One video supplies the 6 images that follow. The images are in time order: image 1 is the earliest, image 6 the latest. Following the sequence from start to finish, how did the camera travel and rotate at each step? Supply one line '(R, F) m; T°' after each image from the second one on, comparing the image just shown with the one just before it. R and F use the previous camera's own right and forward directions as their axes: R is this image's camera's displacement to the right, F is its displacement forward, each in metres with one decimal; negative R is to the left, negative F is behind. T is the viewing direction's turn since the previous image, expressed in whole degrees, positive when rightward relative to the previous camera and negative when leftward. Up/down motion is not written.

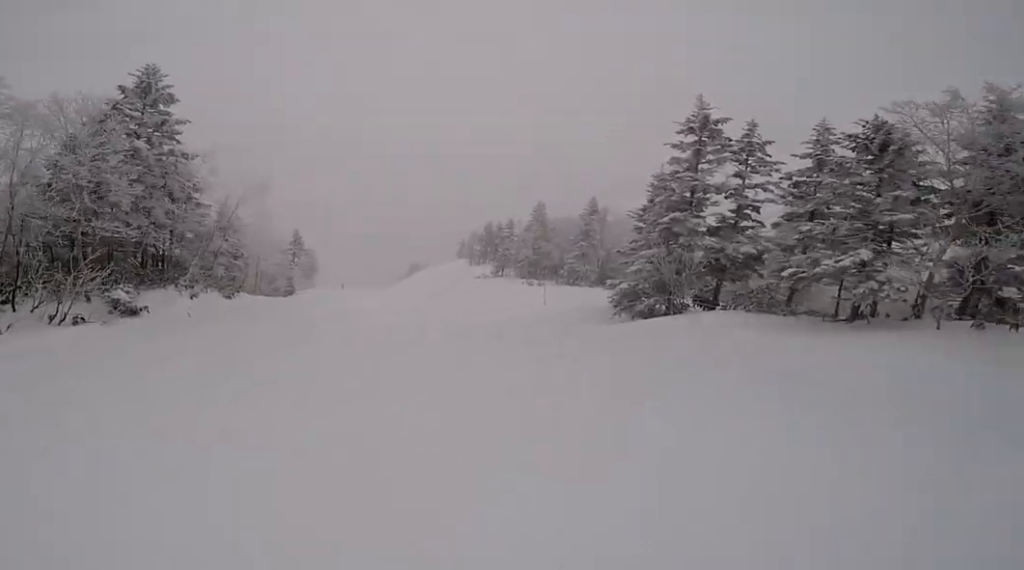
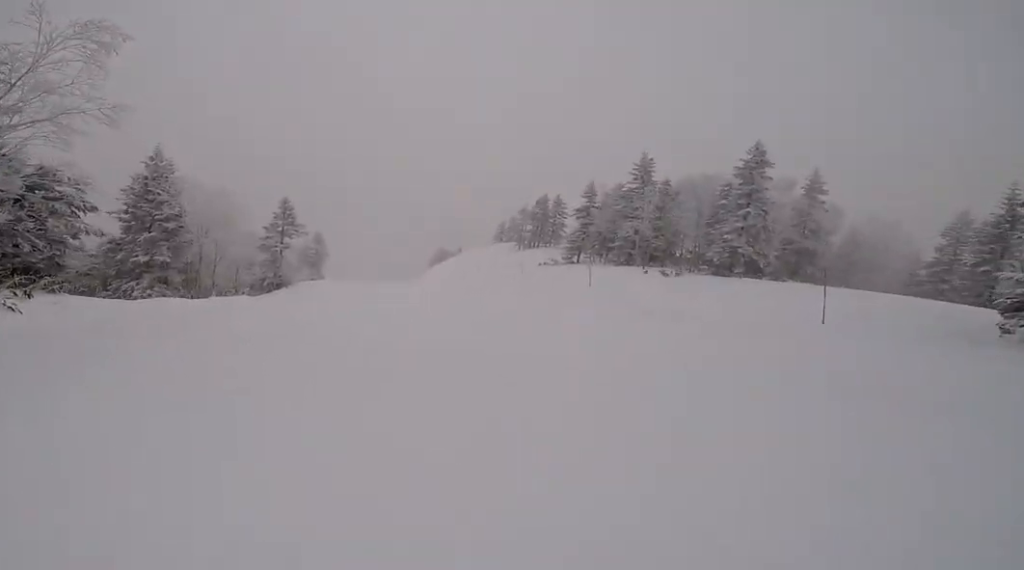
(0.0, +15.6) m; 0°
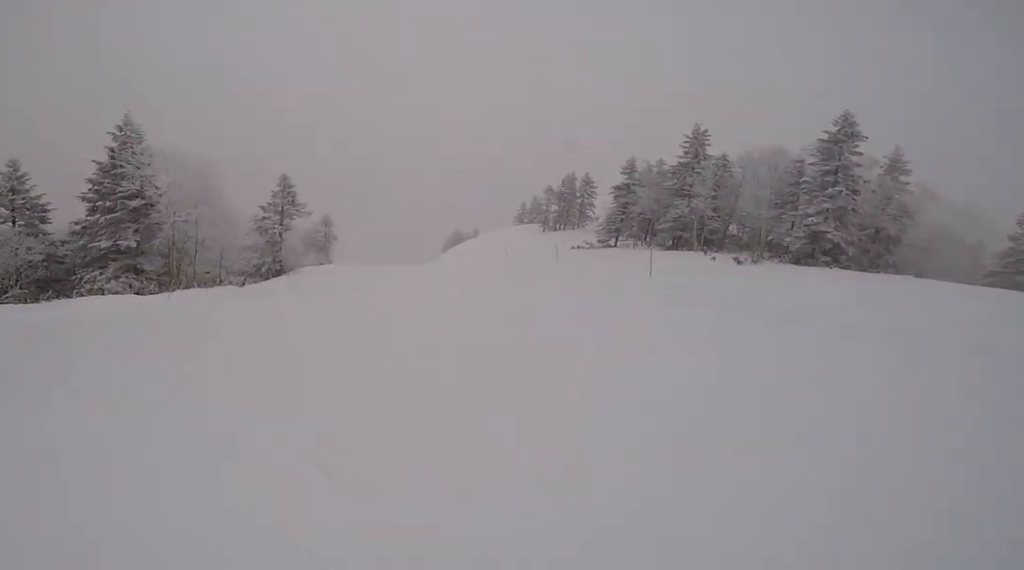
(+0.4, +4.1) m; +1°
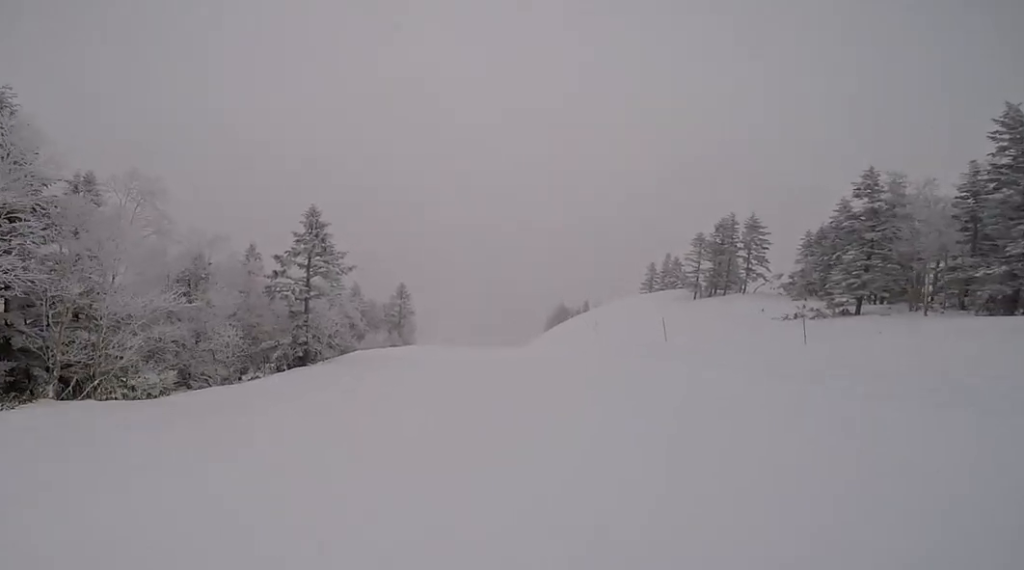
(0.0, +12.9) m; -3°
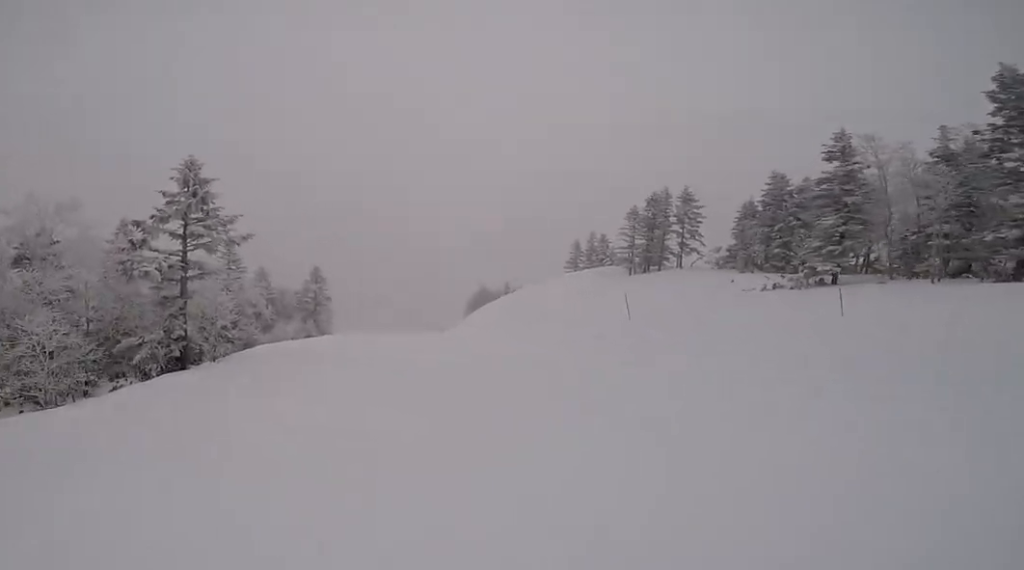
(-0.6, +4.5) m; +6°
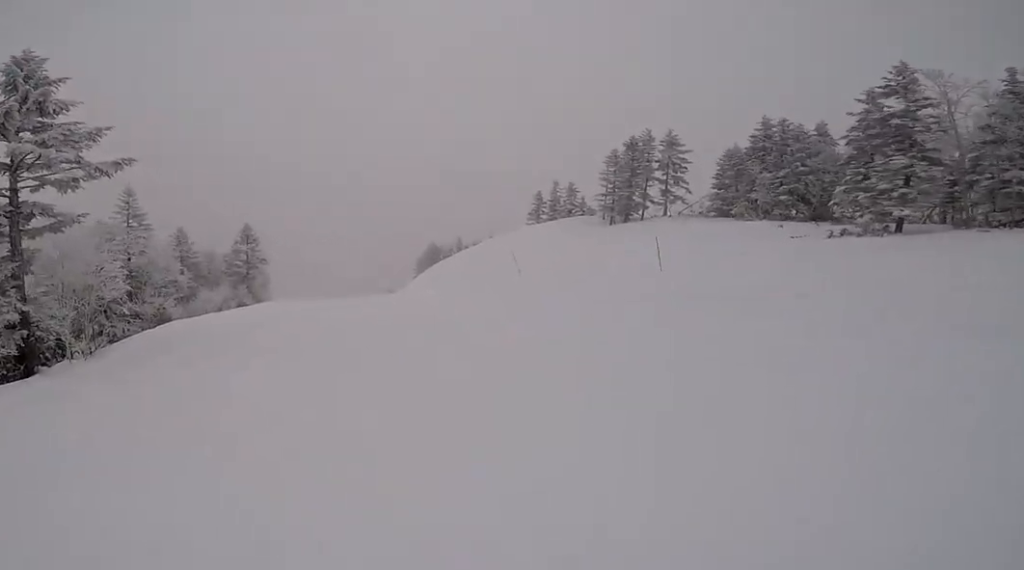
(+0.2, +4.8) m; +8°
